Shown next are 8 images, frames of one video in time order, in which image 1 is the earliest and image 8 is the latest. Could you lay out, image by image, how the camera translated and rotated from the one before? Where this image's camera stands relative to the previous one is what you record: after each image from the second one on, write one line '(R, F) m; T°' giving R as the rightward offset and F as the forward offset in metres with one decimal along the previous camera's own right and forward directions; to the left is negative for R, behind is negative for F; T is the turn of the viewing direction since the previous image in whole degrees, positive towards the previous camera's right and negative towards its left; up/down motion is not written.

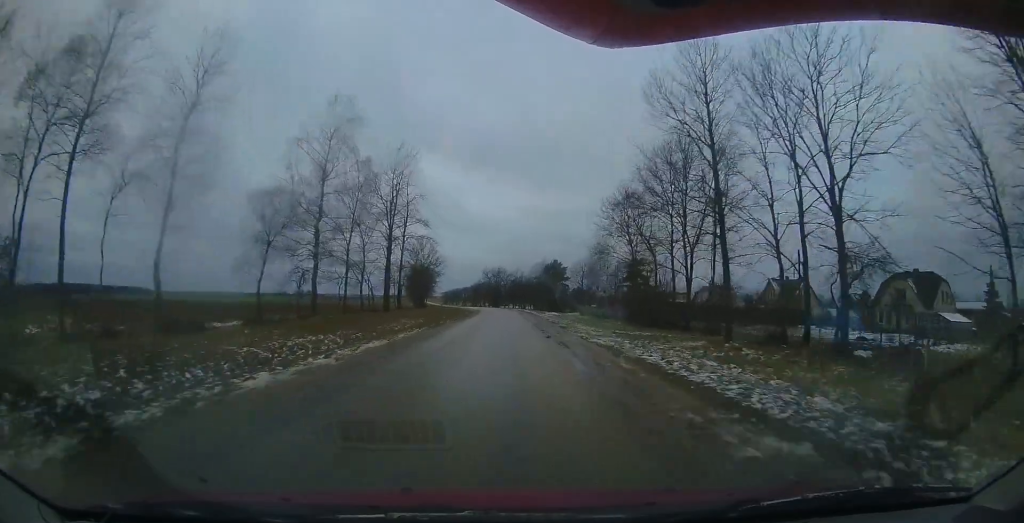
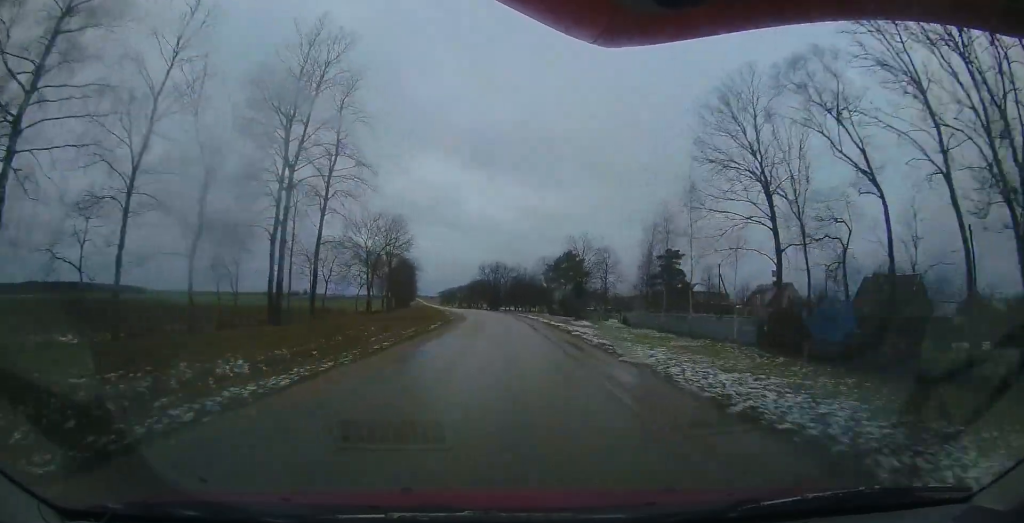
(+1.0, +20.8) m; +6°
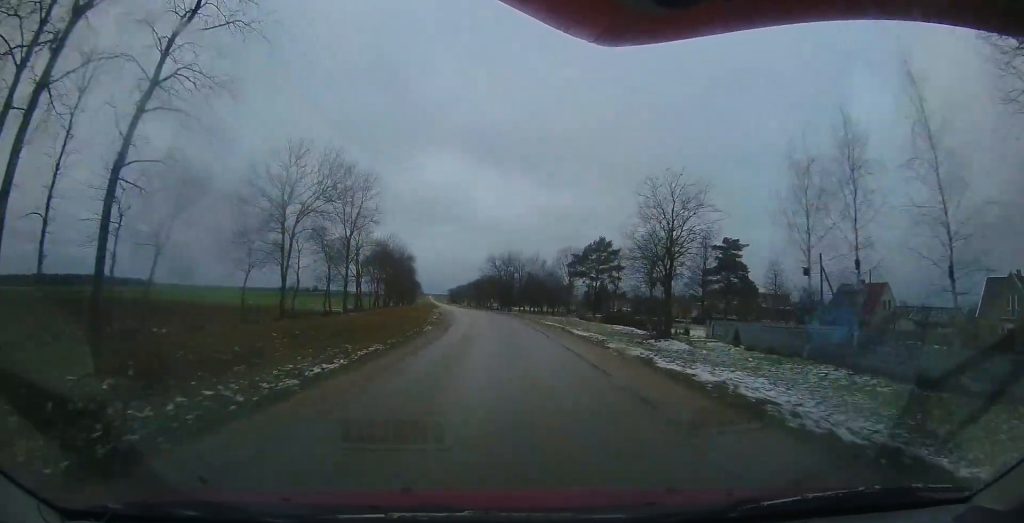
(+0.9, +16.7) m; +3°
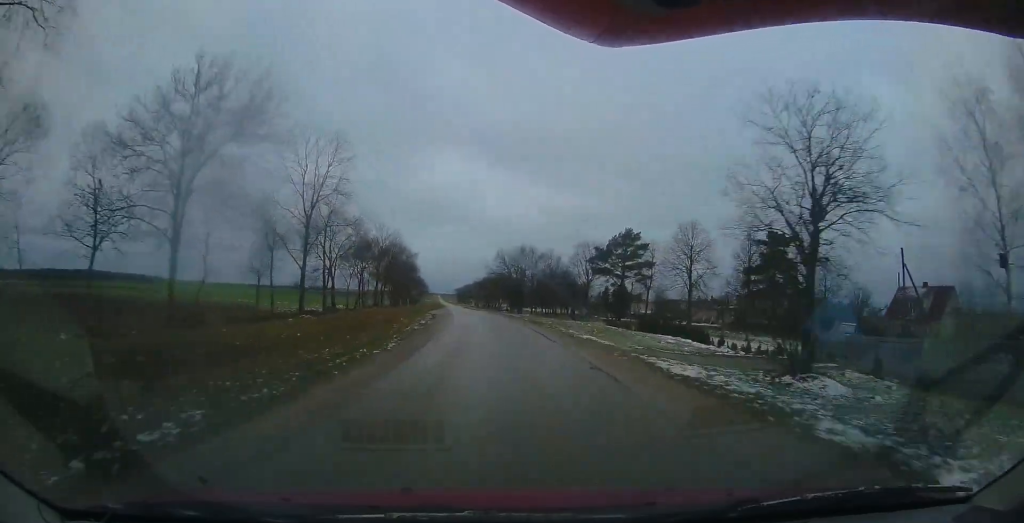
(+0.4, +8.8) m; 0°
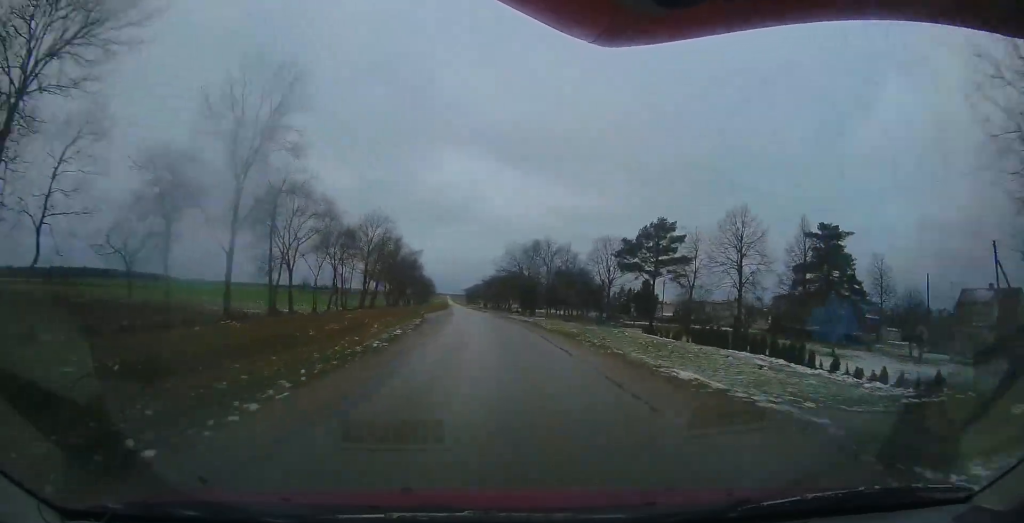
(-0.1, +8.2) m; -2°
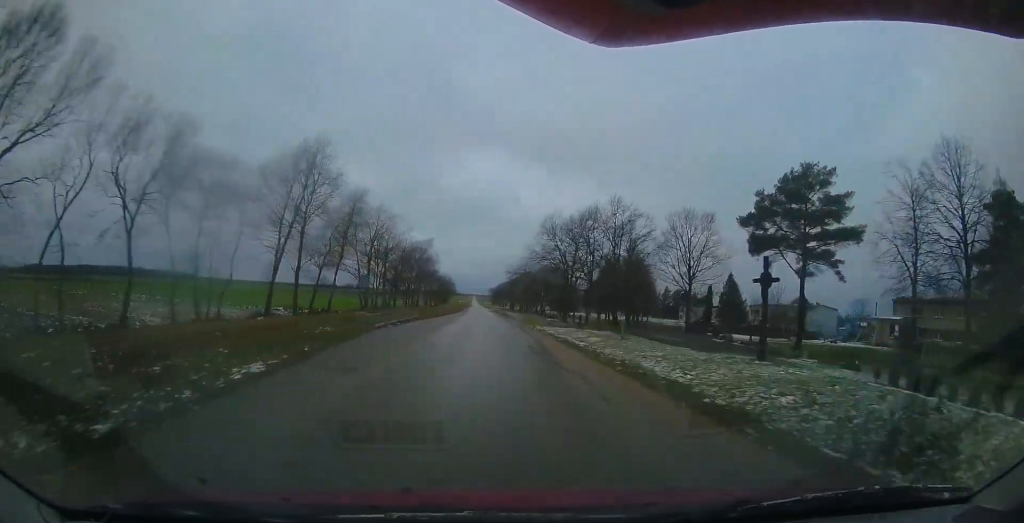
(-1.2, +20.6) m; -7°
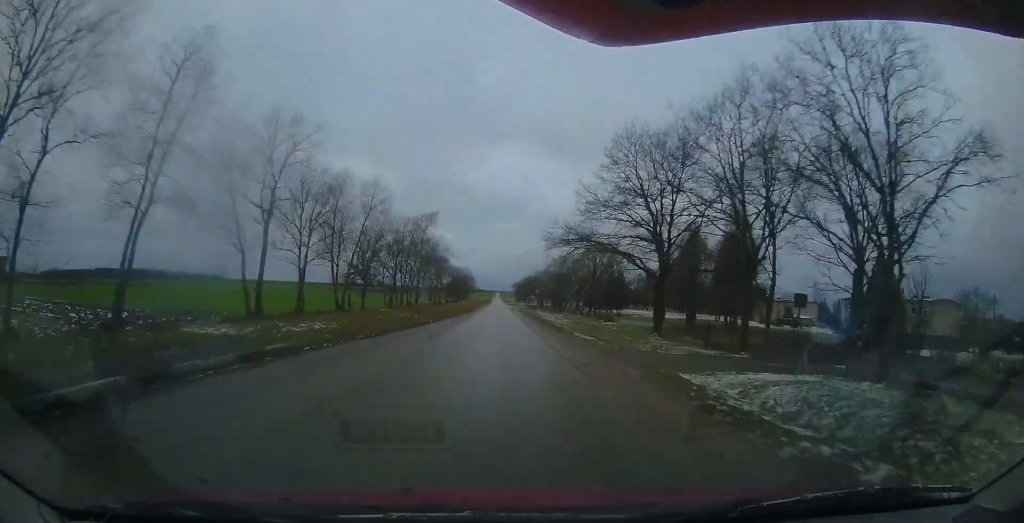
(-1.4, +21.7) m; -5°
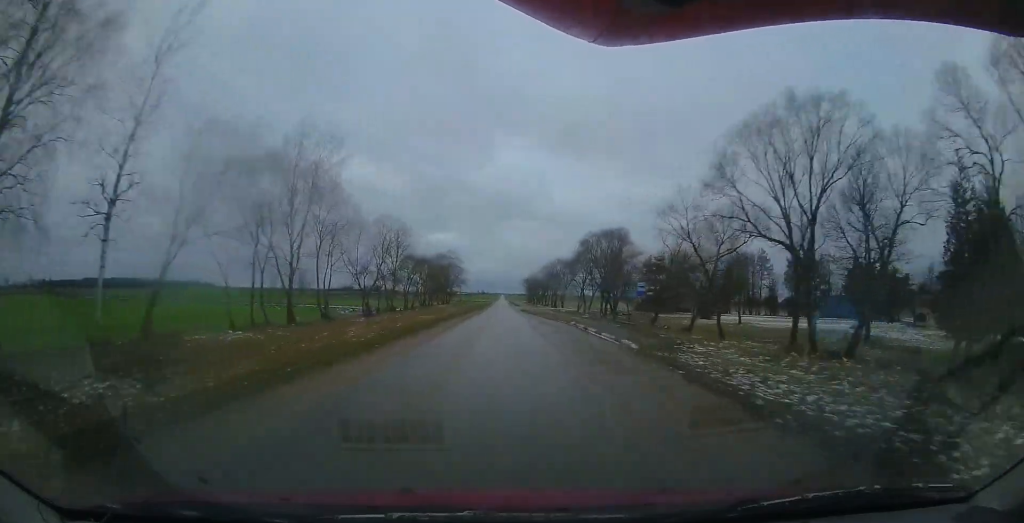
(-2.3, +58.3) m; -3°
